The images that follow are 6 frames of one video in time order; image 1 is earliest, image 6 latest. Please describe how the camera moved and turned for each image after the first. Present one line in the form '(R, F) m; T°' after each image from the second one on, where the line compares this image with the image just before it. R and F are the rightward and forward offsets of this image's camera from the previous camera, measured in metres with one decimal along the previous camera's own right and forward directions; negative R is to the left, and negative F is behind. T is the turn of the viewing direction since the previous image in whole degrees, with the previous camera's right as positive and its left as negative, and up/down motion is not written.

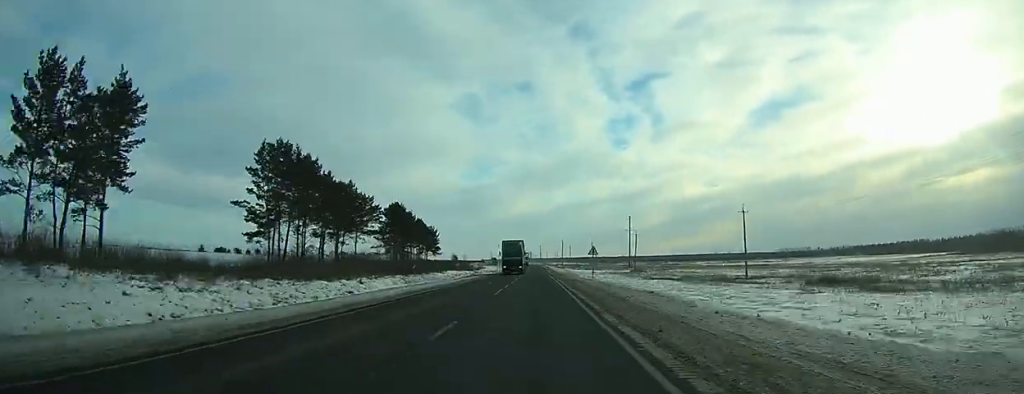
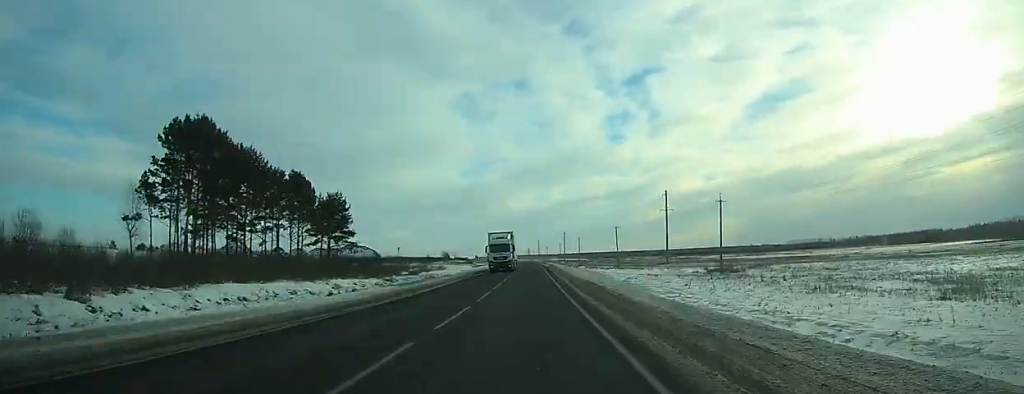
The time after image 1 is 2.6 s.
(-0.1, +67.2) m; 0°
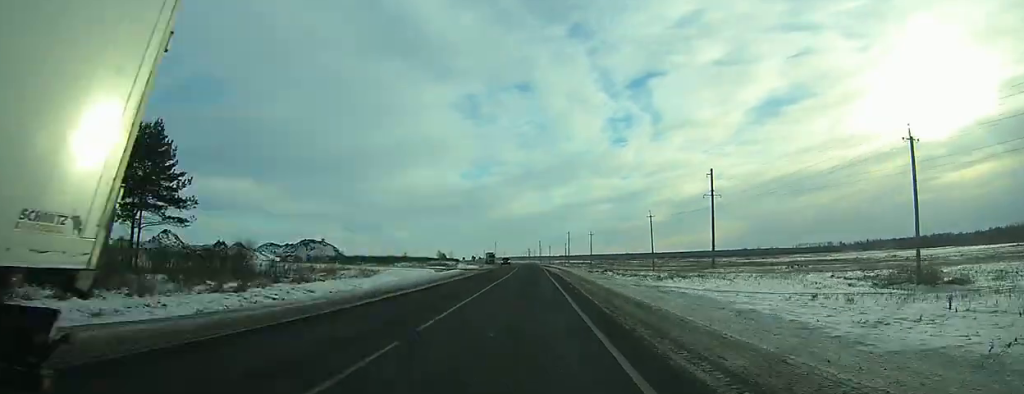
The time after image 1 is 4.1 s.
(0.0, +37.3) m; 0°
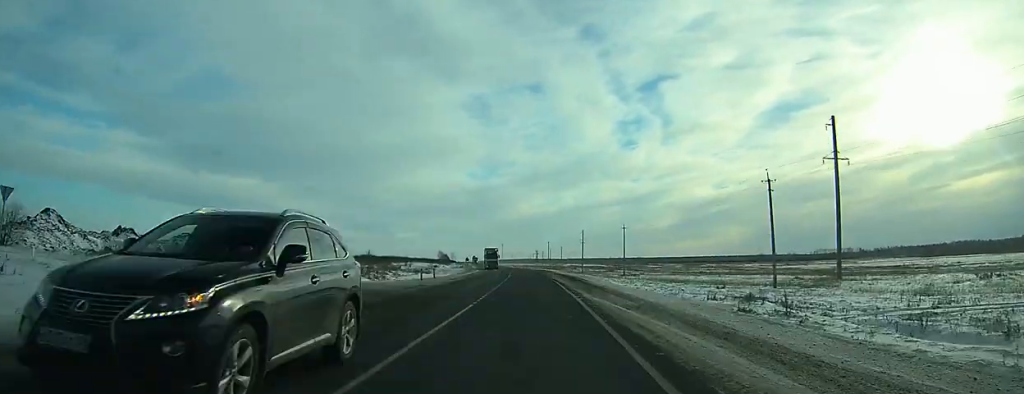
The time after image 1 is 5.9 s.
(-0.1, +44.0) m; 0°
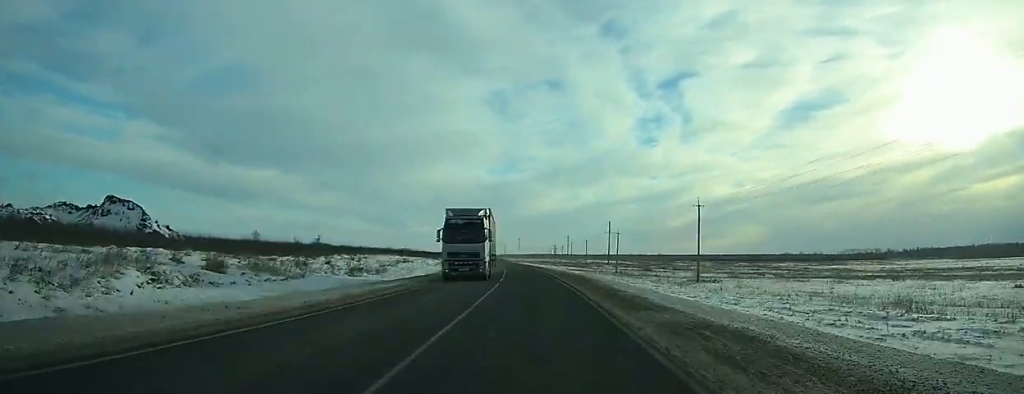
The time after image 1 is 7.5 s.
(-0.2, +40.1) m; -2°
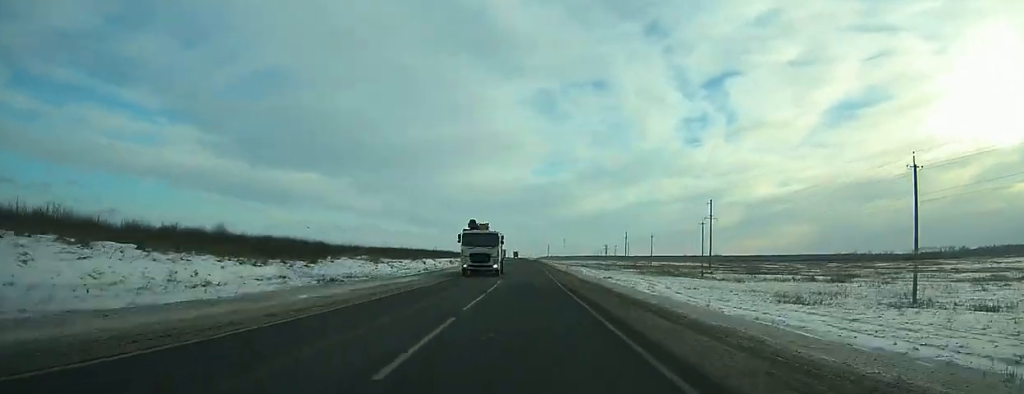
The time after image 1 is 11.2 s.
(-2.8, +94.9) m; -3°
